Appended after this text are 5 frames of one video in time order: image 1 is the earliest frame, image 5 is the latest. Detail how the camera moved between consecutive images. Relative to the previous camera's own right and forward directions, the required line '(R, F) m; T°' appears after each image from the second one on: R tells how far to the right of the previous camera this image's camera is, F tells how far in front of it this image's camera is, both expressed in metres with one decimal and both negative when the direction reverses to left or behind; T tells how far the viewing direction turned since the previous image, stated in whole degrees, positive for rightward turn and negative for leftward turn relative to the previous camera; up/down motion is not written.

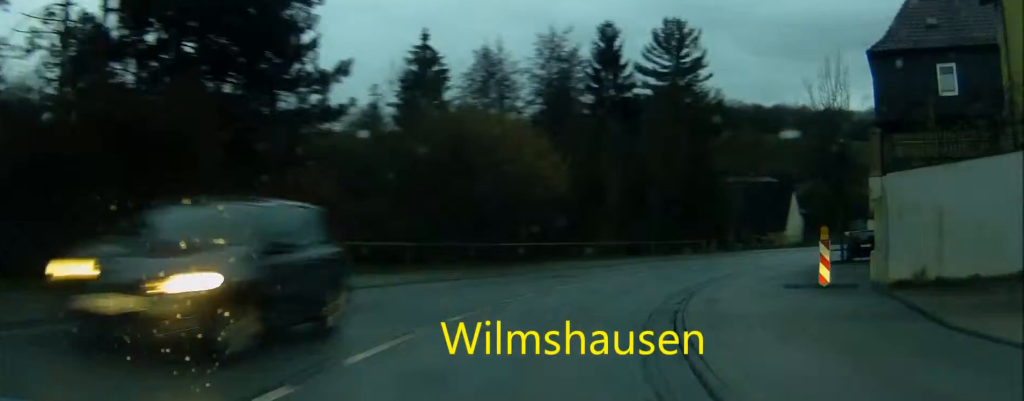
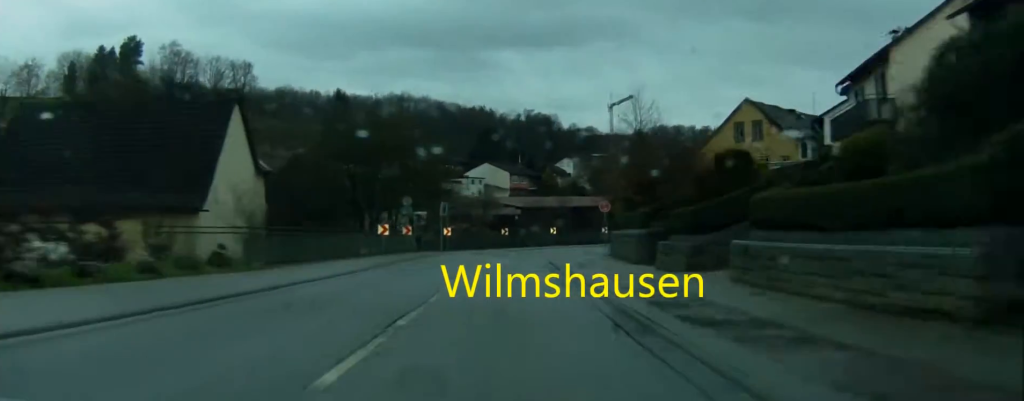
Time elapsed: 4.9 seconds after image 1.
(+19.8, +61.5) m; +29°
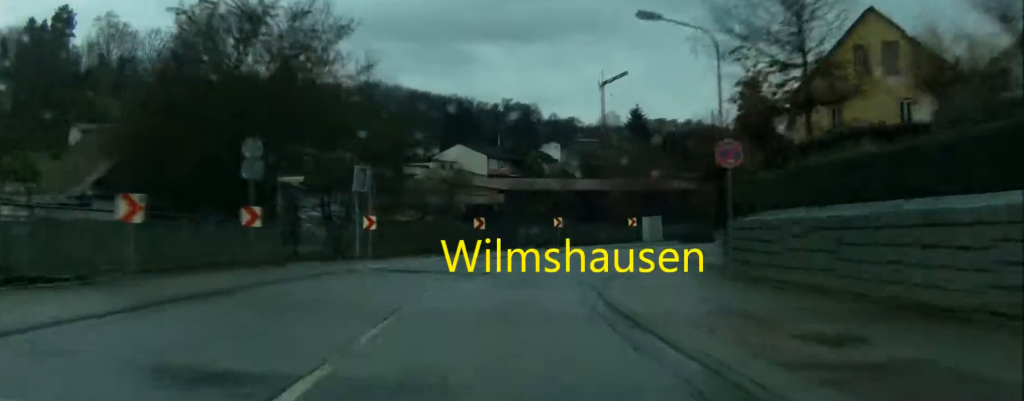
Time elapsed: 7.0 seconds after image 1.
(+1.2, +28.6) m; +4°
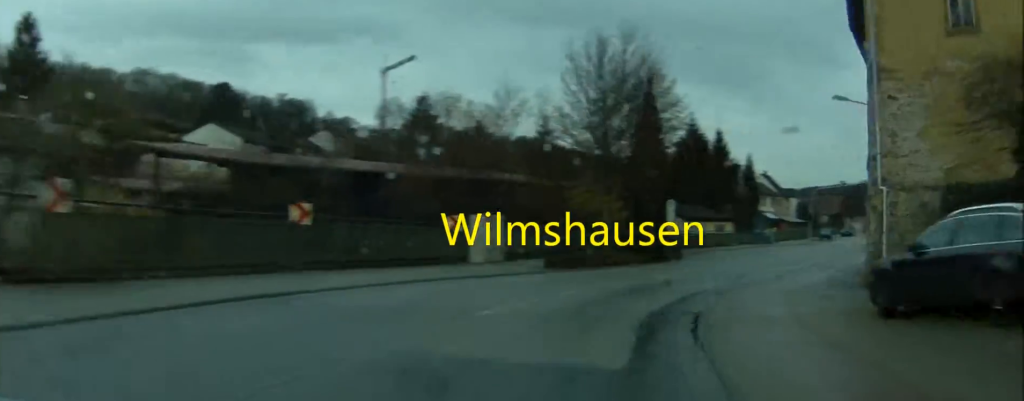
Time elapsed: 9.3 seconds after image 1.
(+1.8, +27.8) m; +13°
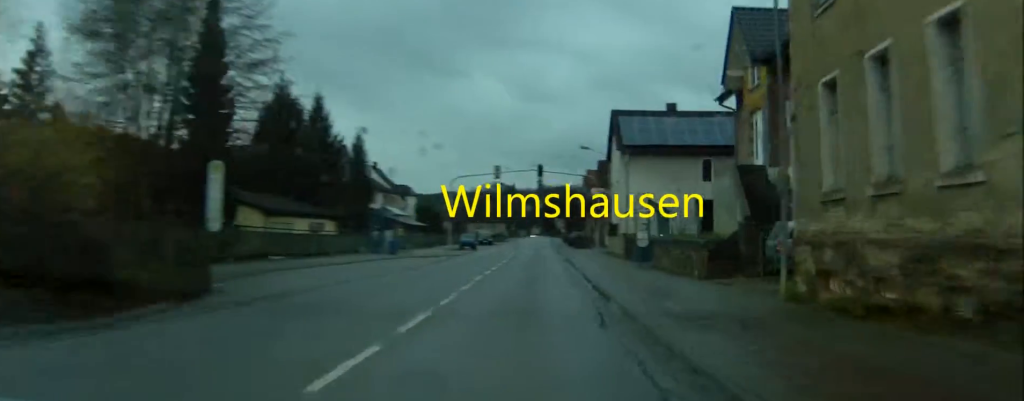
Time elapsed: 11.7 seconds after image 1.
(+6.1, +28.6) m; +19°
